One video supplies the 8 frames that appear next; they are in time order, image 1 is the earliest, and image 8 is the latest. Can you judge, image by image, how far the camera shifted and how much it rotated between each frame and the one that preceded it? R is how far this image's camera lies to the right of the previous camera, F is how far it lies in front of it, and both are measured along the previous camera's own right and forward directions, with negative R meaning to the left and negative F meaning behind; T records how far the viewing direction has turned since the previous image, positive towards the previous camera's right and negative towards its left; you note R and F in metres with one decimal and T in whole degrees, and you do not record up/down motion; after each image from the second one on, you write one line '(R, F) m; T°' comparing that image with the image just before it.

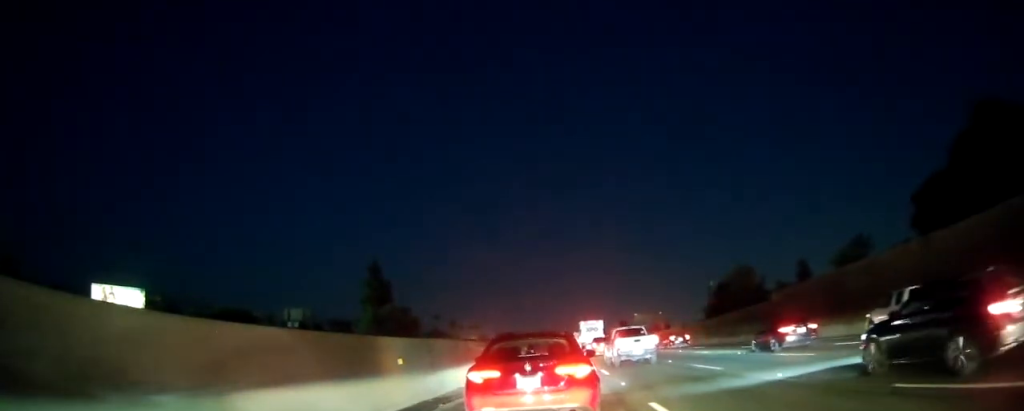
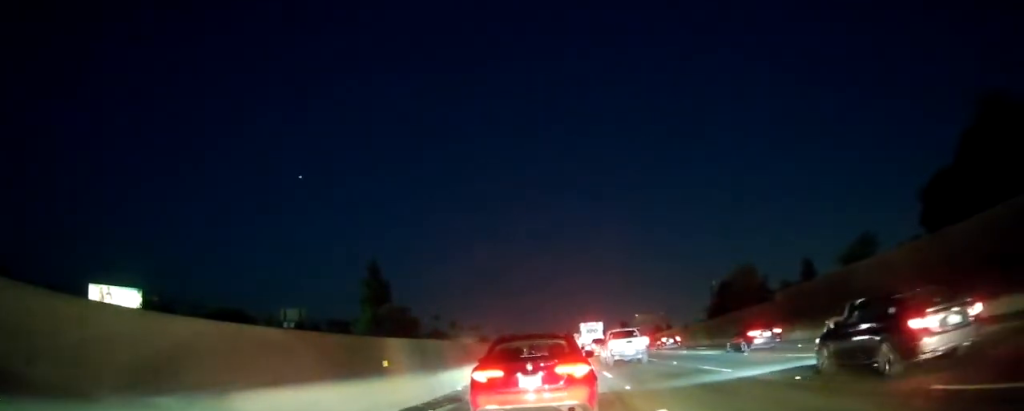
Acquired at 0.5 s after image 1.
(-0.1, +1.0) m; -3°
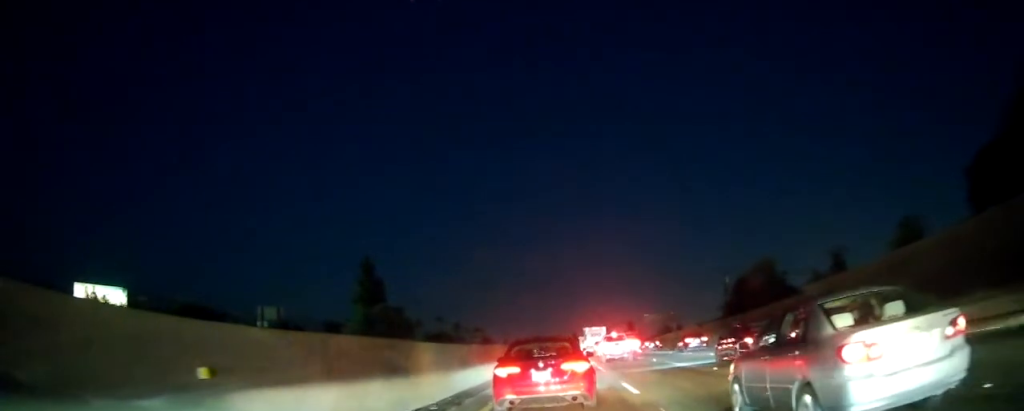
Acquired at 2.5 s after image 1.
(-0.3, +5.5) m; -3°
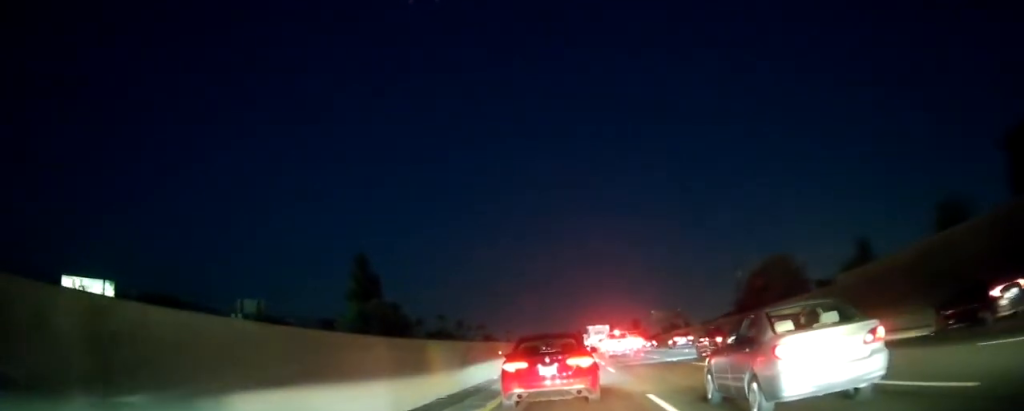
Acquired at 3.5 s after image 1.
(0.0, +4.0) m; 0°
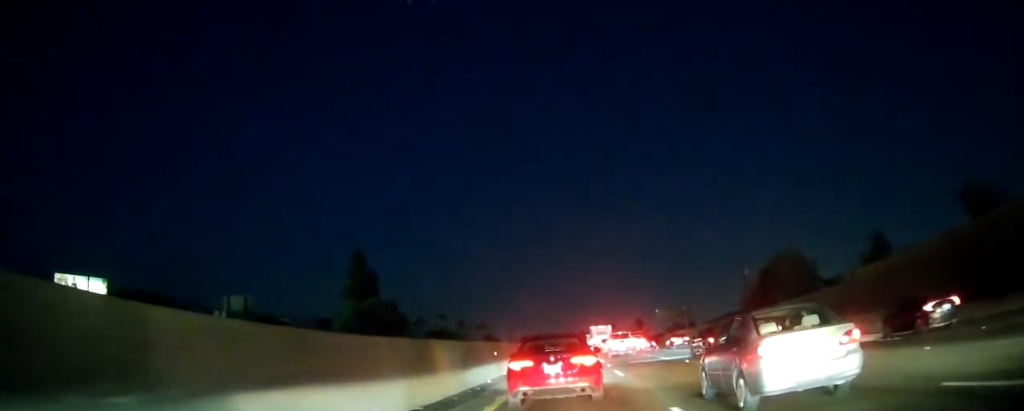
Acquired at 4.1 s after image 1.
(0.0, +2.5) m; 0°
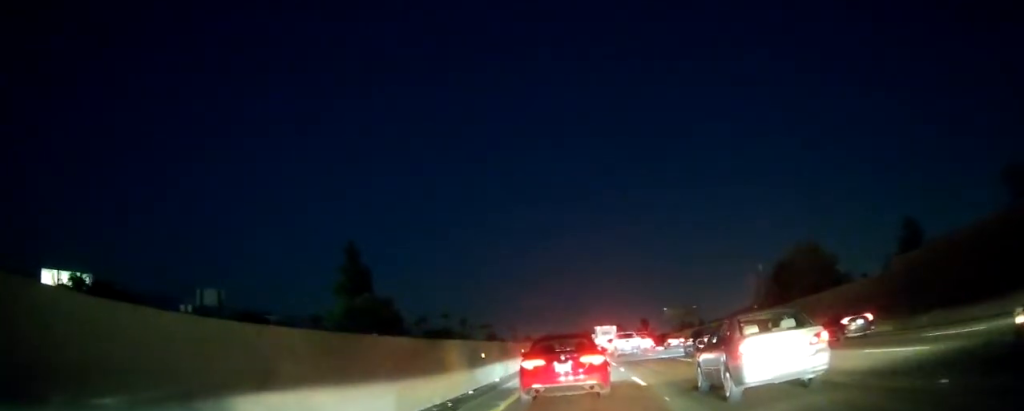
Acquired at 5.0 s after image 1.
(0.0, +4.8) m; 0°
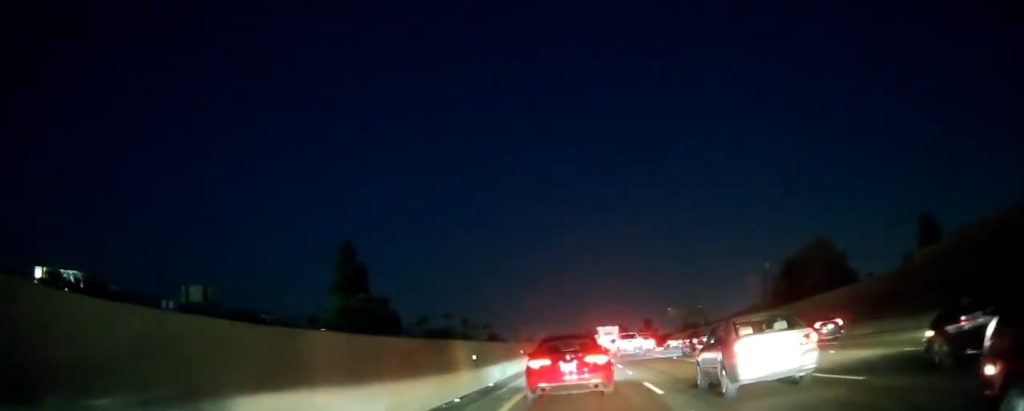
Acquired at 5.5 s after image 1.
(0.0, +2.6) m; 0°
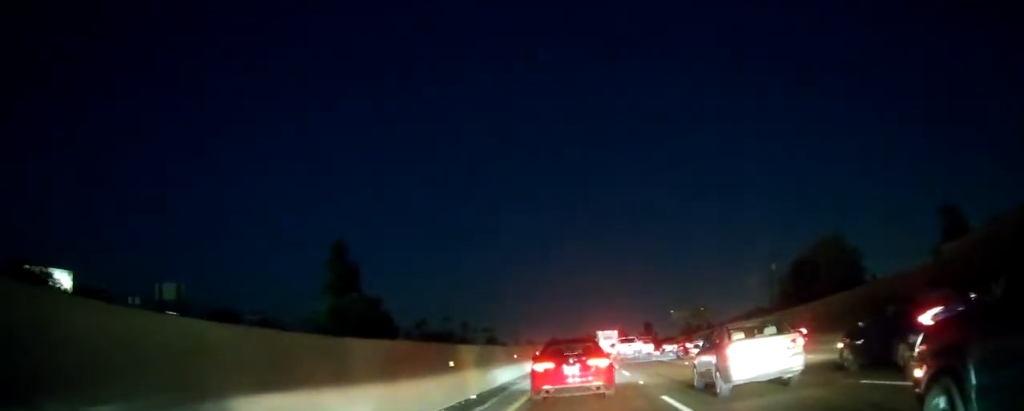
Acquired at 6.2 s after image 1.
(0.0, +3.7) m; -1°
